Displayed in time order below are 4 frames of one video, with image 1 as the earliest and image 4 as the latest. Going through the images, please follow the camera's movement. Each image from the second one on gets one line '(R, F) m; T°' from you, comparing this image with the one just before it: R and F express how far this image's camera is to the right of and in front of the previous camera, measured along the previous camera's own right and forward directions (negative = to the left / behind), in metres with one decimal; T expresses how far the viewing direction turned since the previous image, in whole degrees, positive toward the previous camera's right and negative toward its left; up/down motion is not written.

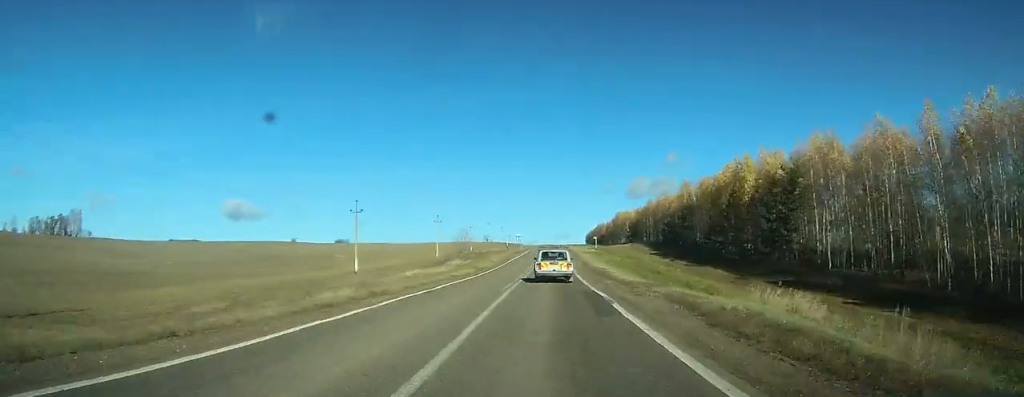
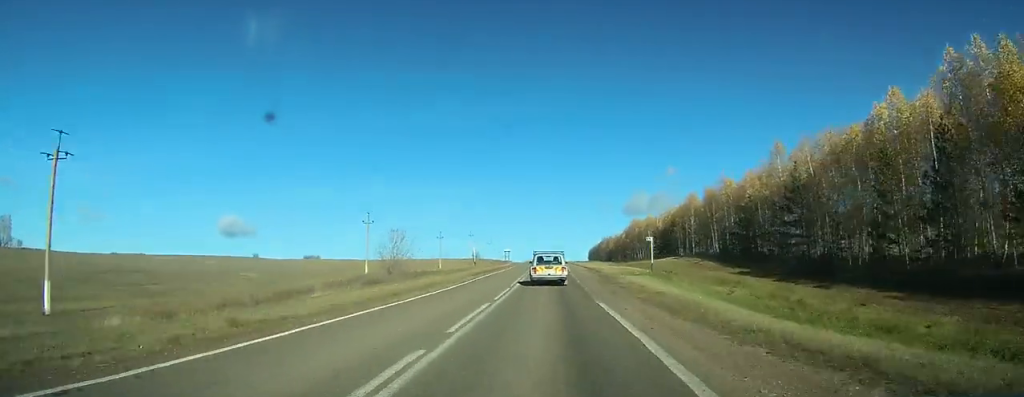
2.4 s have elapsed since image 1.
(+0.1, +49.9) m; 0°
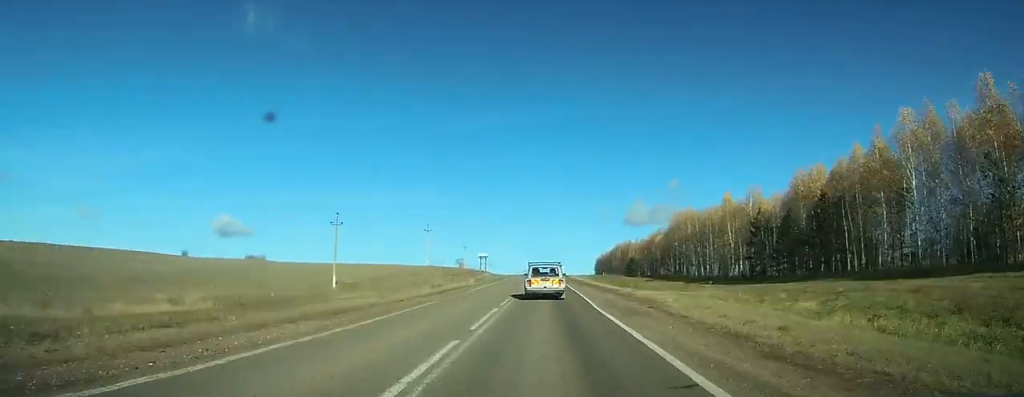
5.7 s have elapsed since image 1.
(+0.2, +68.3) m; 0°
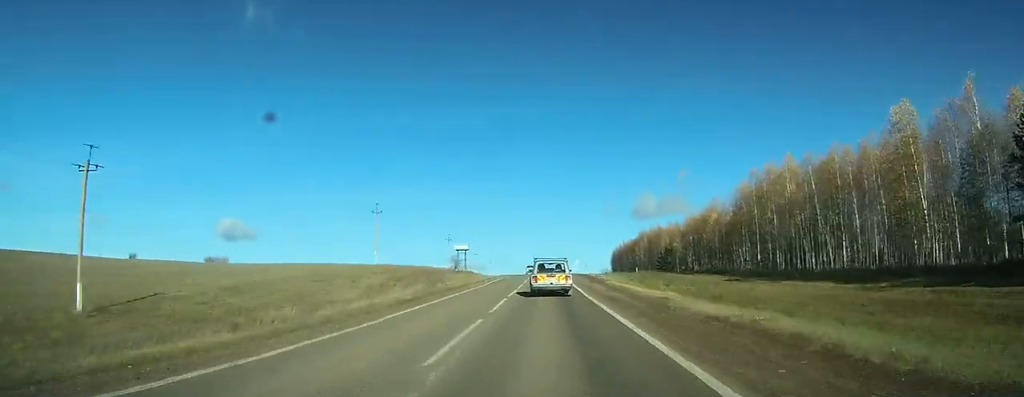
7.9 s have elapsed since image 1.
(+0.2, +44.0) m; 0°
